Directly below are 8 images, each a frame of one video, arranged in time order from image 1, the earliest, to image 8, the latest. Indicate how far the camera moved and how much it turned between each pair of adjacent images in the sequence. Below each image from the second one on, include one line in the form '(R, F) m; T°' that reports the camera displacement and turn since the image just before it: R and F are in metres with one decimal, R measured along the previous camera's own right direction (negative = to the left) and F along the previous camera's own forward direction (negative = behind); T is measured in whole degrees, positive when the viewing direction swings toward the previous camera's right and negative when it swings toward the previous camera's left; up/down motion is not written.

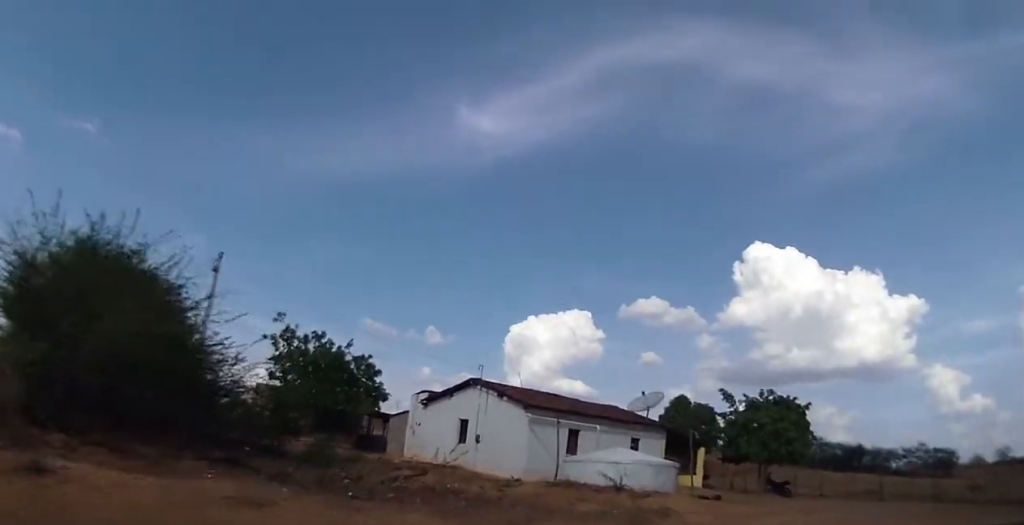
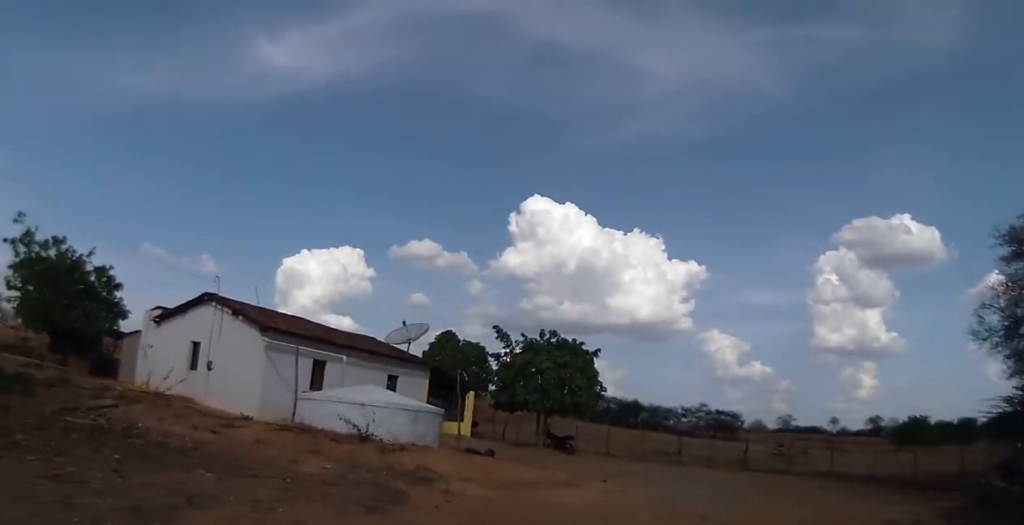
(+1.0, +6.2) m; +23°
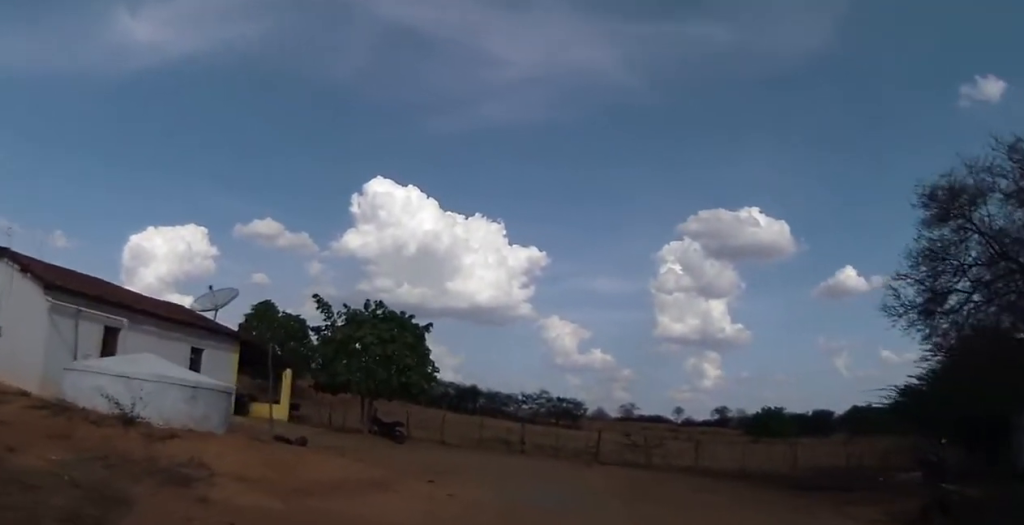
(+0.9, +3.9) m; +16°
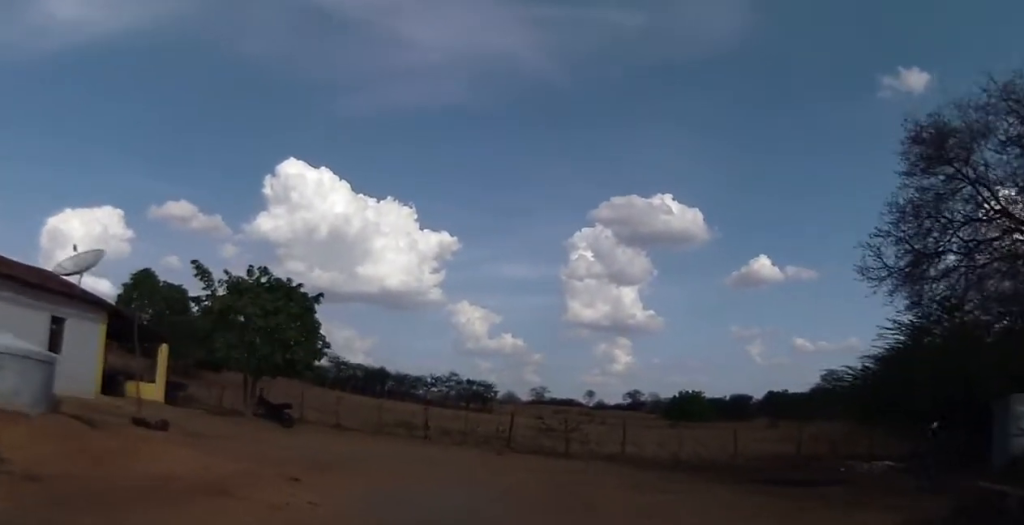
(+0.3, +2.9) m; +15°
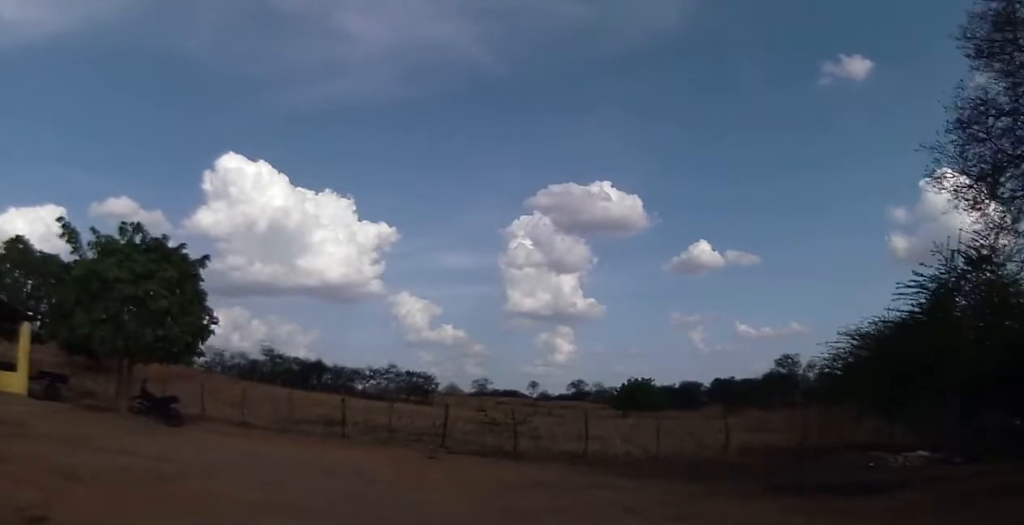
(+0.9, +4.1) m; +13°
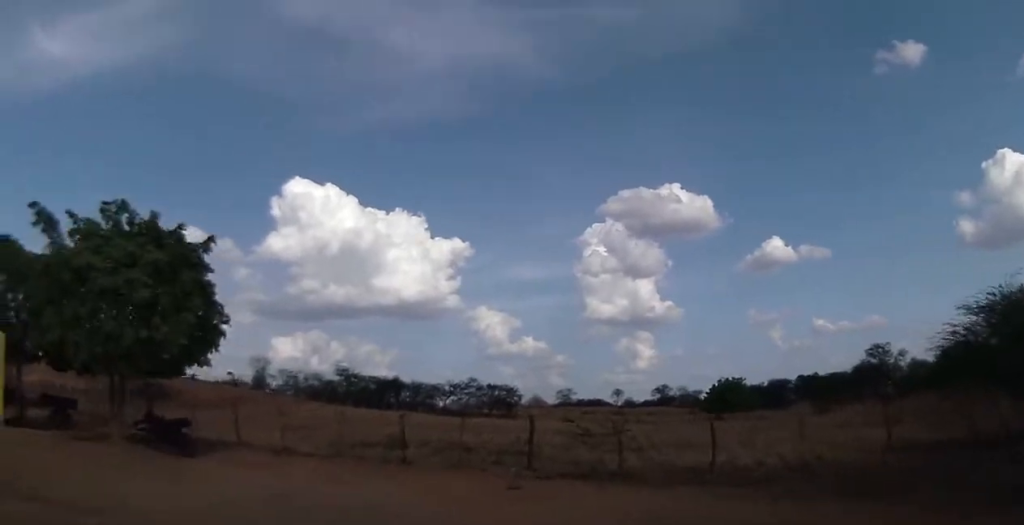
(0.0, +4.2) m; +2°
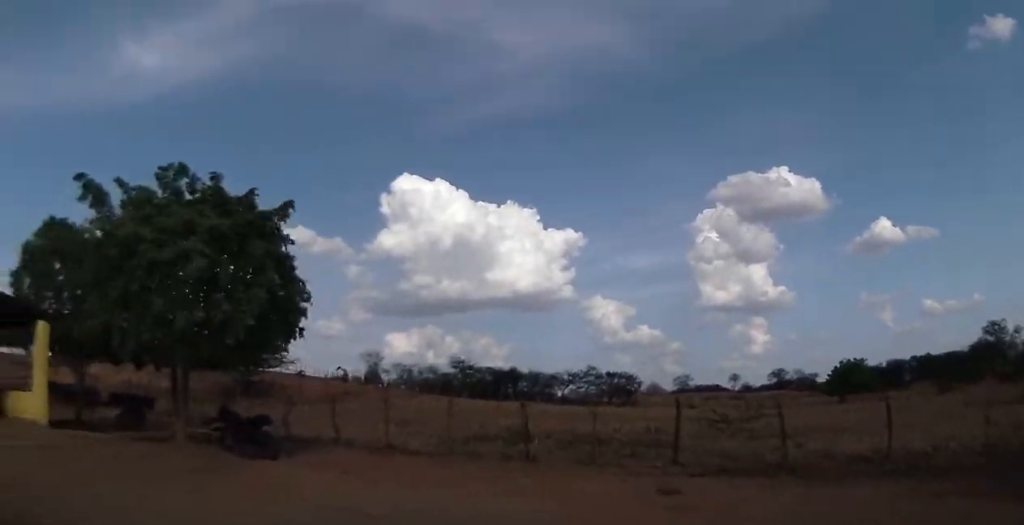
(-0.1, +2.5) m; -2°
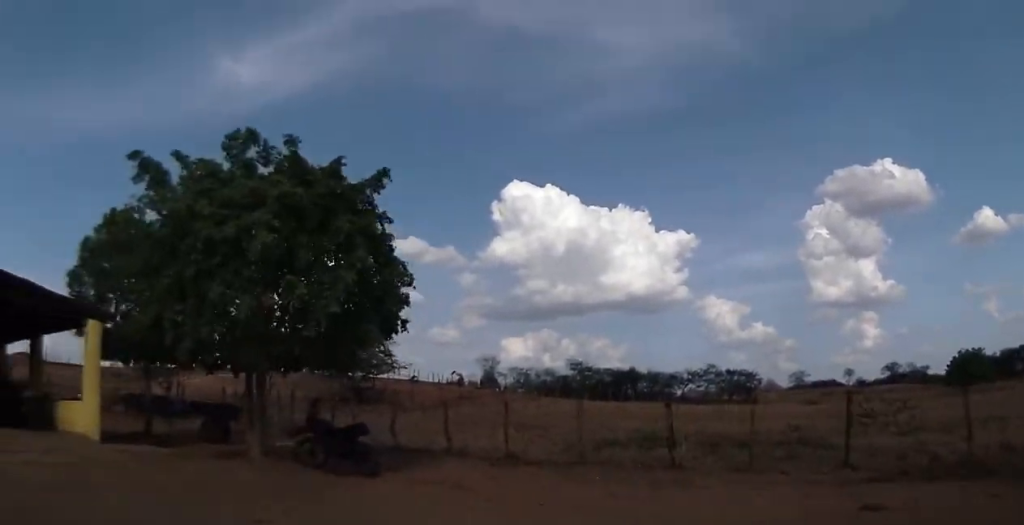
(+0.4, +2.4) m; -4°
